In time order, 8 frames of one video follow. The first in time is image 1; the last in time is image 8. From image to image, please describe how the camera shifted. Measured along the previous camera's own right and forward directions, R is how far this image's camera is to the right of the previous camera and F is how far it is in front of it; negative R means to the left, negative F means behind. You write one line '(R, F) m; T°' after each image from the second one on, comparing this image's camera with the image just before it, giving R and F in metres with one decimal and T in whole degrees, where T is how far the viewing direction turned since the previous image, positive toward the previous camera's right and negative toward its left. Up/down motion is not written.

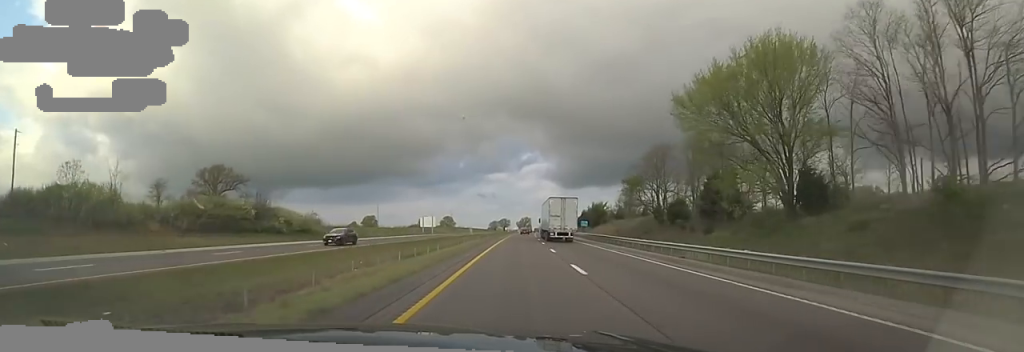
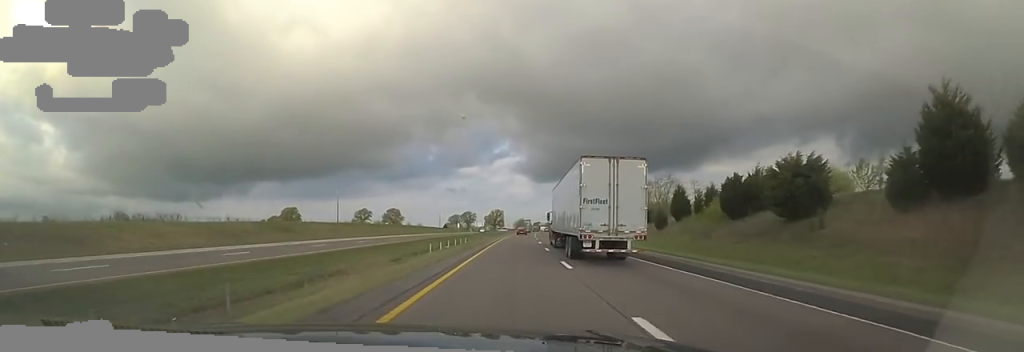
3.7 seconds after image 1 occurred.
(+2.7, +131.5) m; +3°
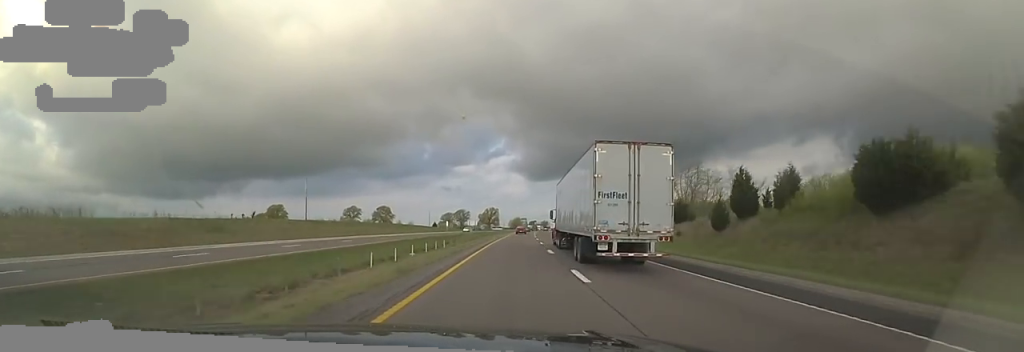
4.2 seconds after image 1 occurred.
(+0.4, +16.6) m; +1°
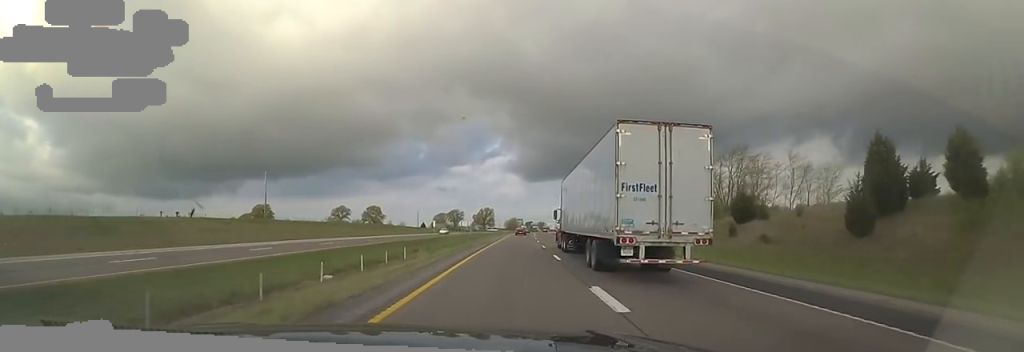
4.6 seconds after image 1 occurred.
(+0.1, +16.6) m; +1°
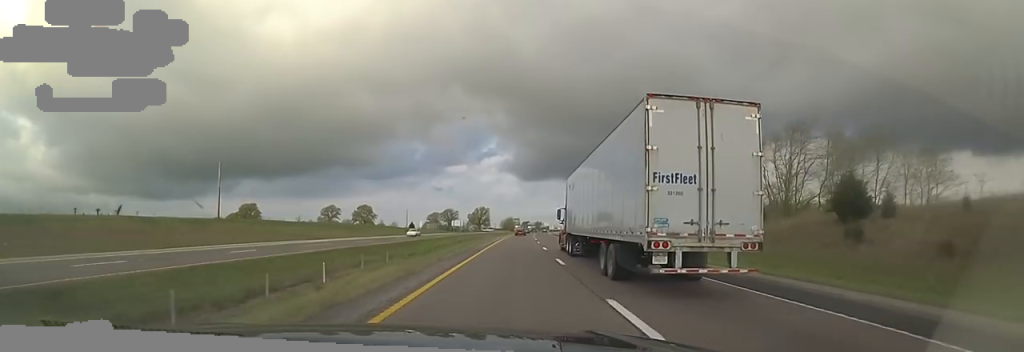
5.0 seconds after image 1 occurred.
(-0.2, +14.2) m; +1°
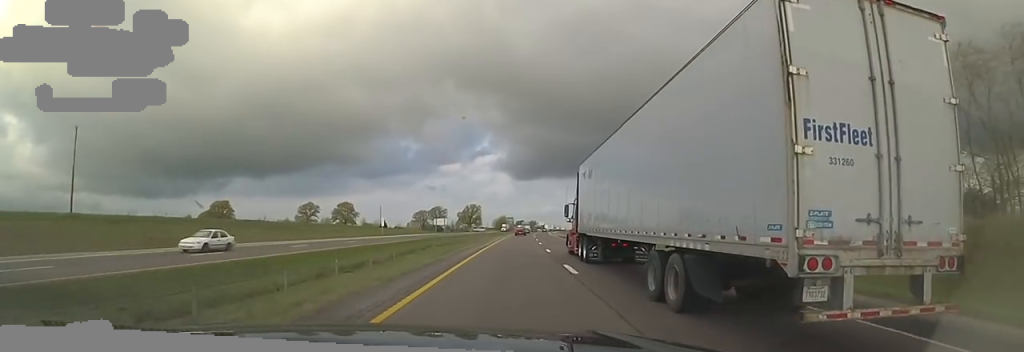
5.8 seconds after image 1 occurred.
(+0.8, +28.4) m; +1°
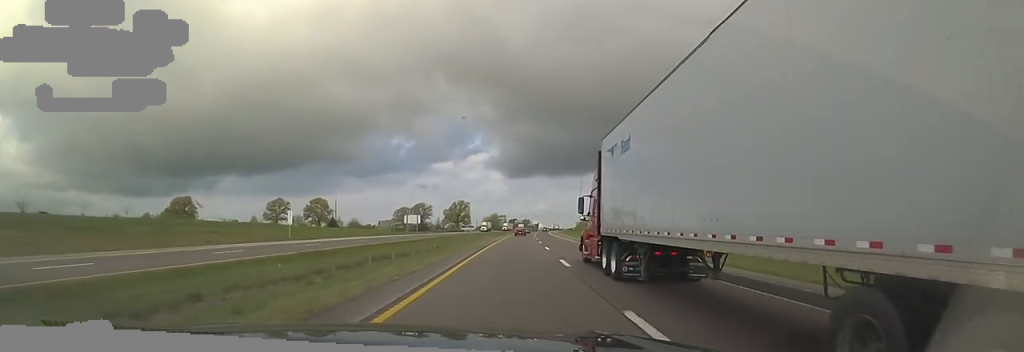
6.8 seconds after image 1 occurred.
(+0.1, +34.4) m; 0°
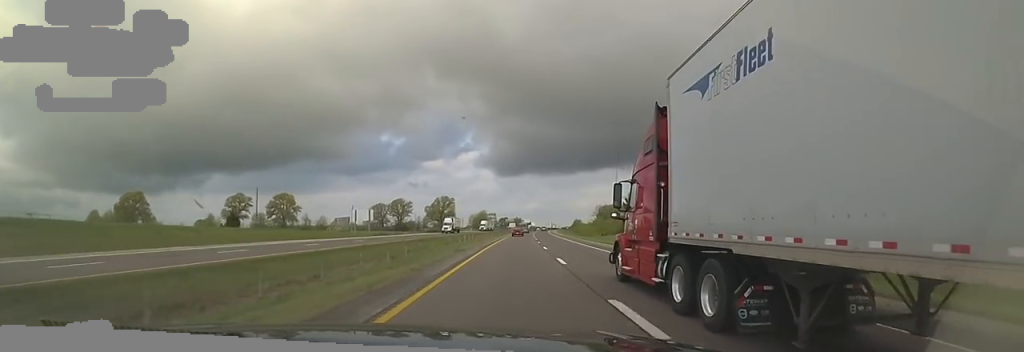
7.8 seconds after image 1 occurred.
(-0.1, +35.6) m; +1°
